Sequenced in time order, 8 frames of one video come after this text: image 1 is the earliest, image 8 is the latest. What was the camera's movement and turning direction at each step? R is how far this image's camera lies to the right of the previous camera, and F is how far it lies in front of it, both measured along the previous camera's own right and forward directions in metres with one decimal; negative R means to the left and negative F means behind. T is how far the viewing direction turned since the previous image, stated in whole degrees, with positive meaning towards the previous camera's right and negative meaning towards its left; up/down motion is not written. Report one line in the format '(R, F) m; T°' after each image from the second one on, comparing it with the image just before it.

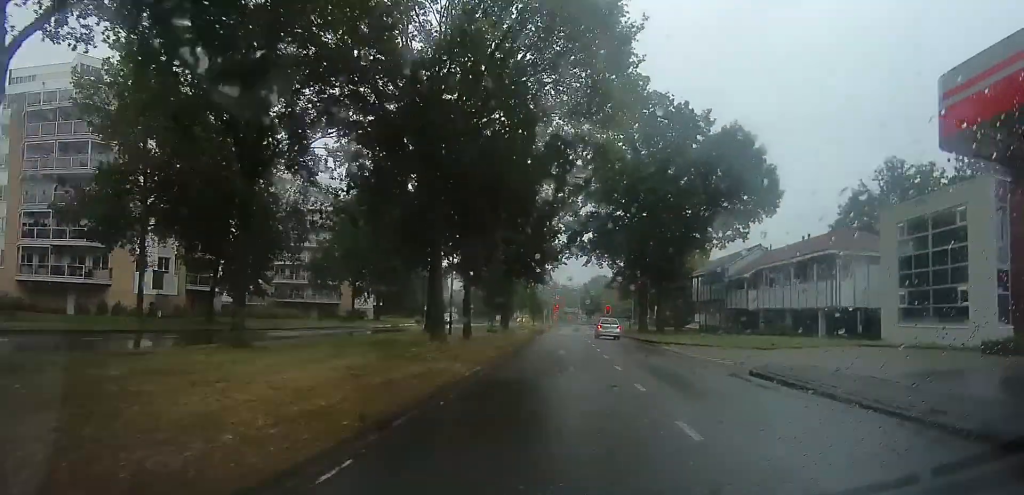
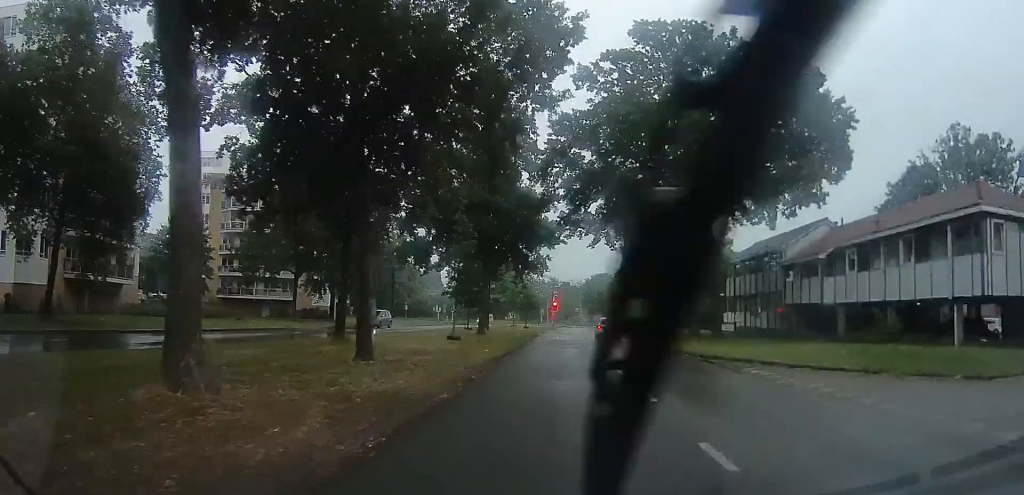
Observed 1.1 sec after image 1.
(0.0, +13.3) m; 0°
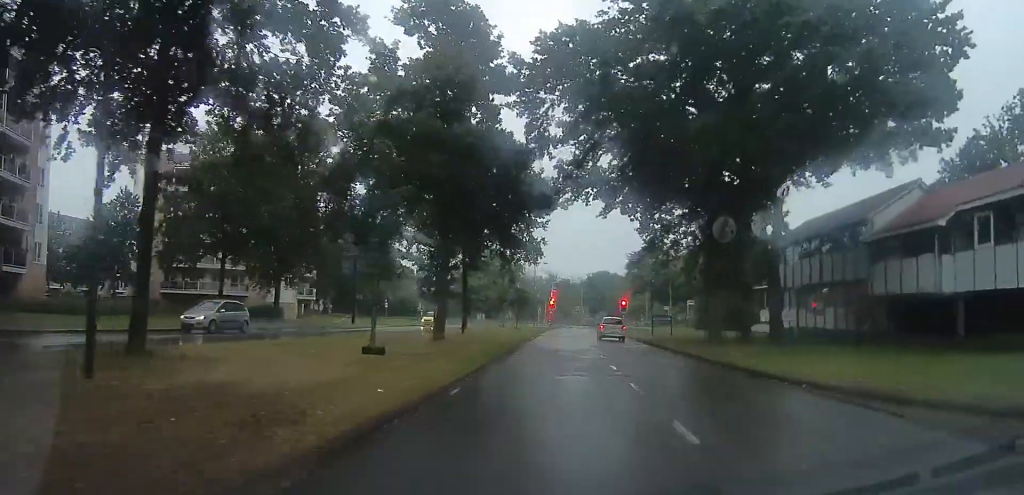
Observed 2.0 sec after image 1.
(0.0, +11.0) m; 0°
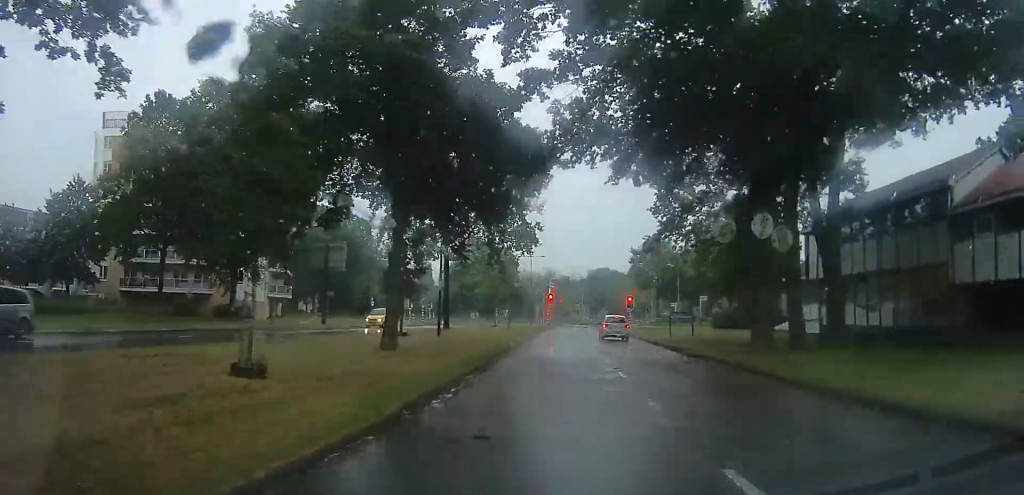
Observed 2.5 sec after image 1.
(0.0, +6.4) m; 0°
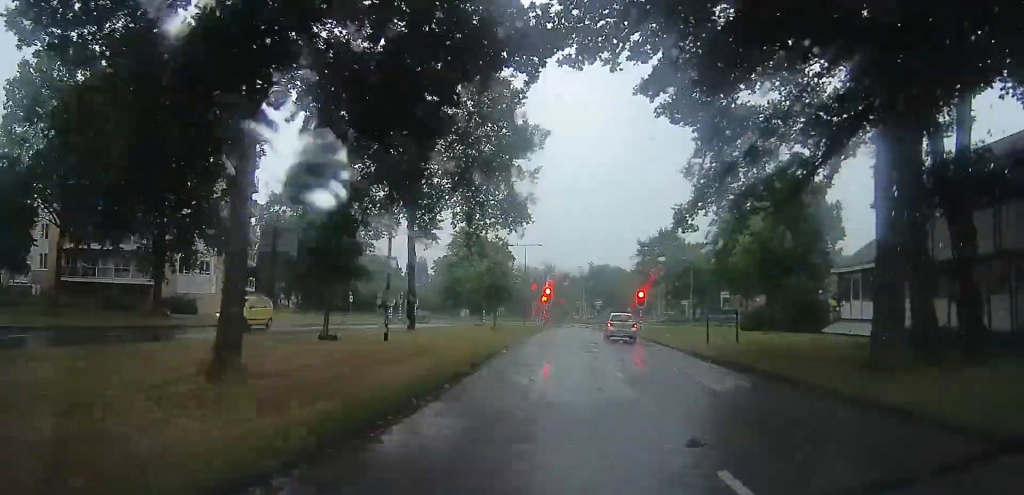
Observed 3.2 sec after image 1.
(0.0, +8.3) m; 0°
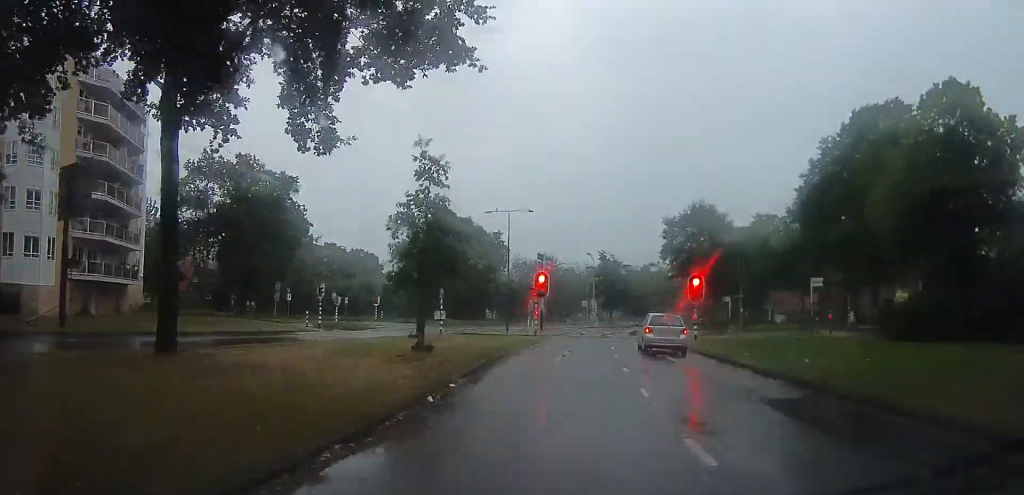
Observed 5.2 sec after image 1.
(0.0, +19.0) m; 0°
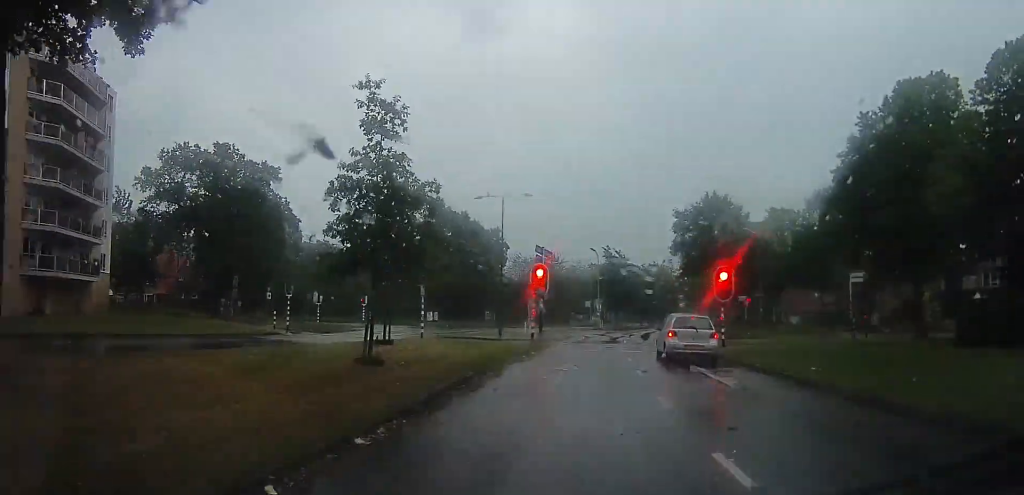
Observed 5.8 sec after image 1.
(0.0, +4.8) m; 0°
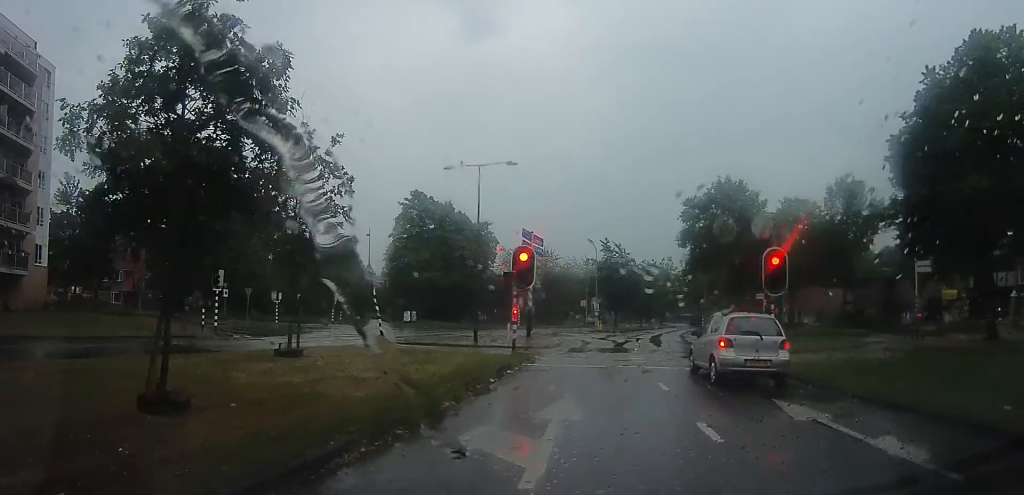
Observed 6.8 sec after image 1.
(0.0, +6.9) m; 0°
